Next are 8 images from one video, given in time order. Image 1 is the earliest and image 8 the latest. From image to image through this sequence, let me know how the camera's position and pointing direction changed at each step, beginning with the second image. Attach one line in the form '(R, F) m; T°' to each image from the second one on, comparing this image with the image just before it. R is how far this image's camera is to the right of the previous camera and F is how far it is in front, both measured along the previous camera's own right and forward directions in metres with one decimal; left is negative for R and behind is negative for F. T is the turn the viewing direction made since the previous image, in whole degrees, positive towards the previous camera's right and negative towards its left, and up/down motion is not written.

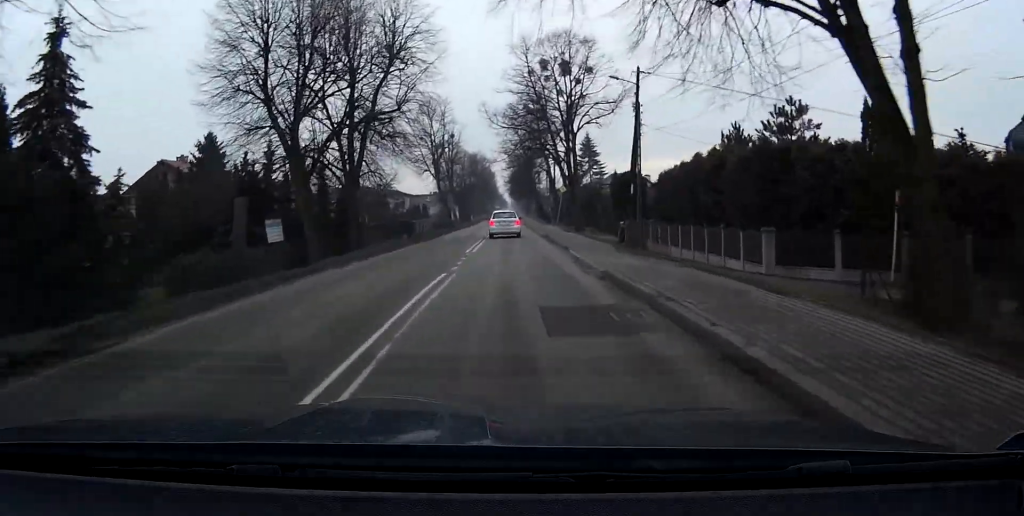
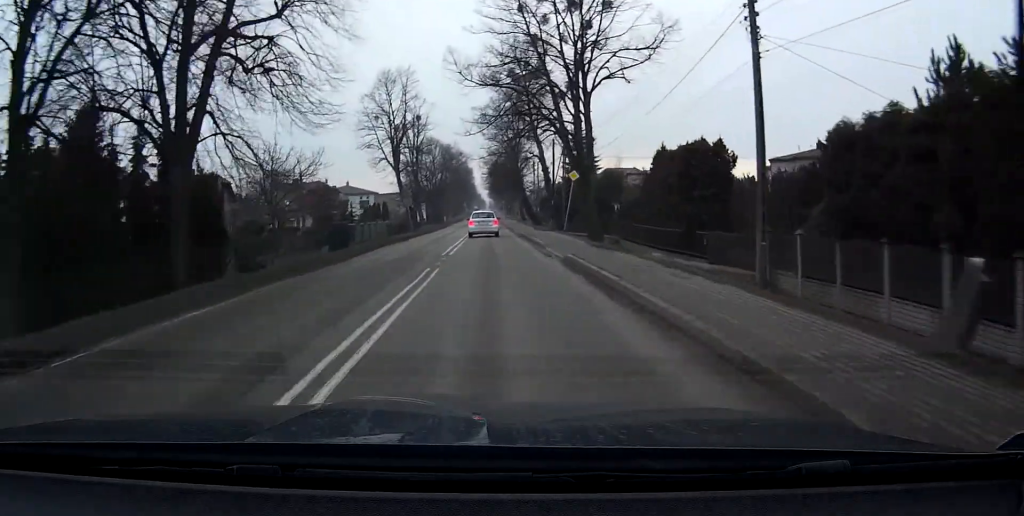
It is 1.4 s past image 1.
(+0.1, +21.7) m; 0°
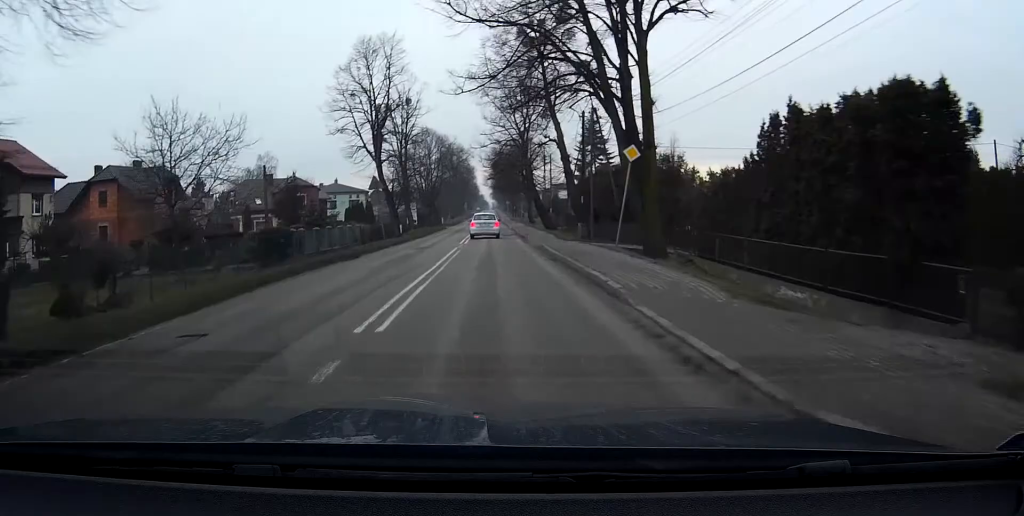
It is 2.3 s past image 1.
(0.0, +14.9) m; +1°
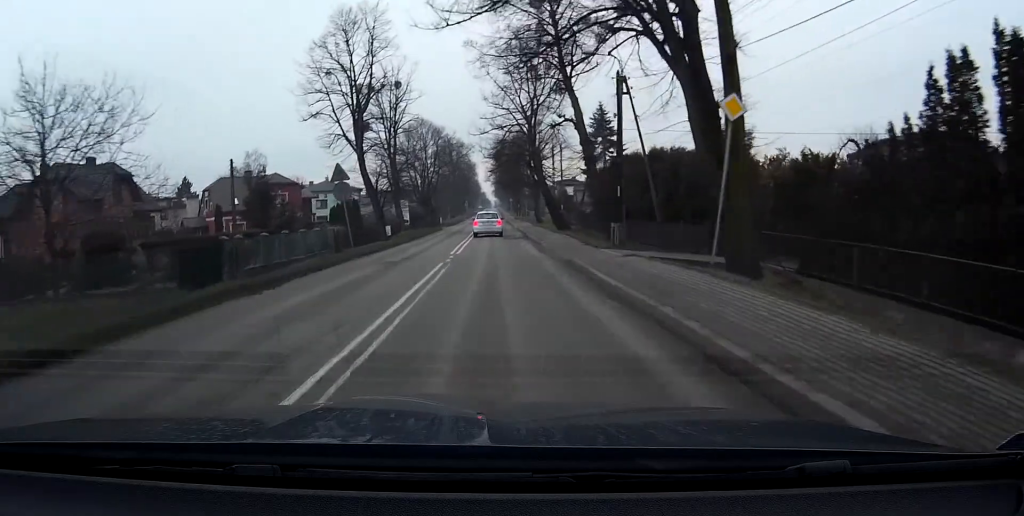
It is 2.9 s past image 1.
(0.0, +9.6) m; +1°
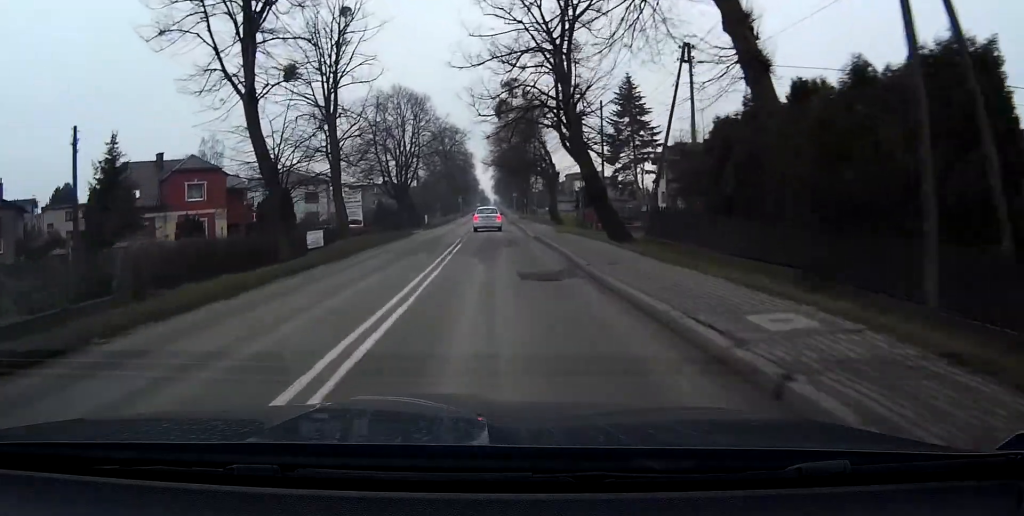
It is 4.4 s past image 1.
(+0.7, +24.6) m; +1°
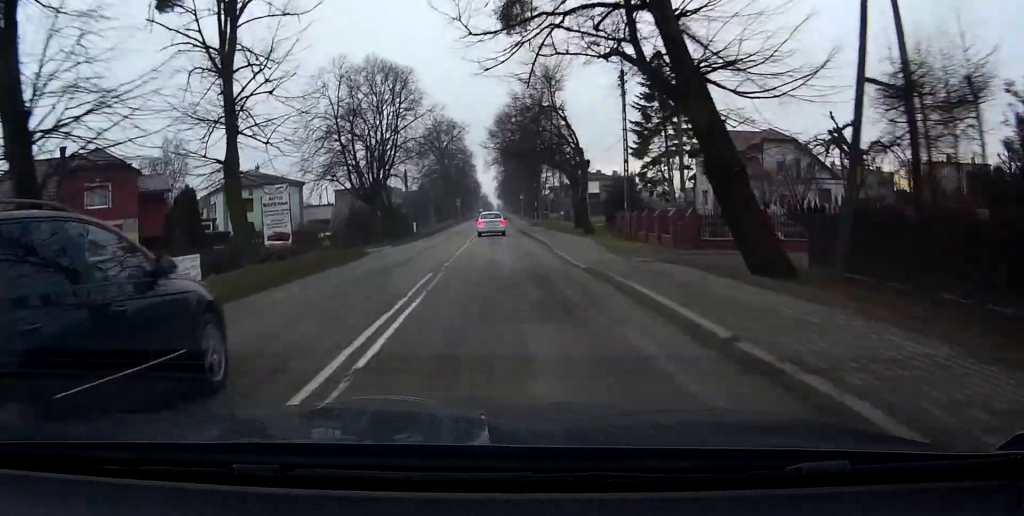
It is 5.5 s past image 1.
(-0.4, +16.9) m; -1°
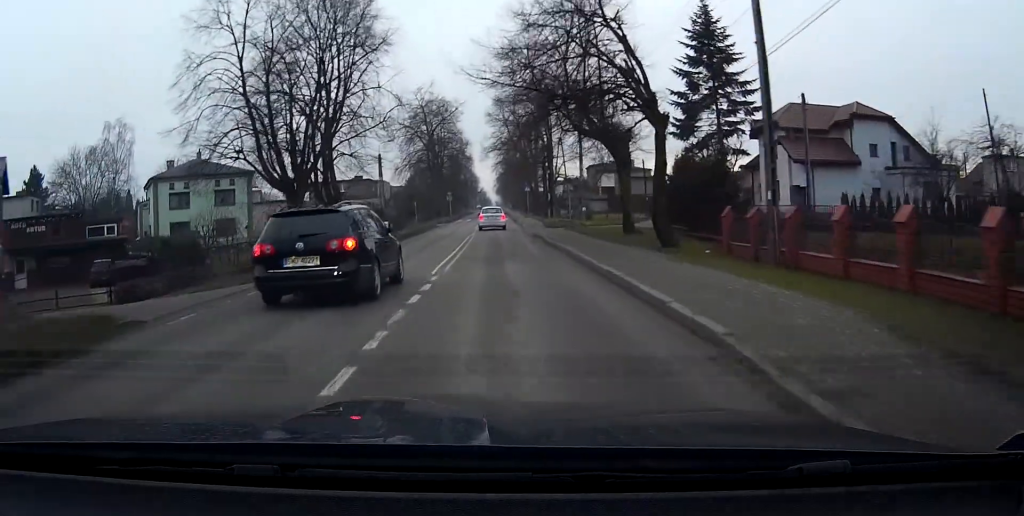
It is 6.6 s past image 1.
(+0.1, +19.3) m; -1°
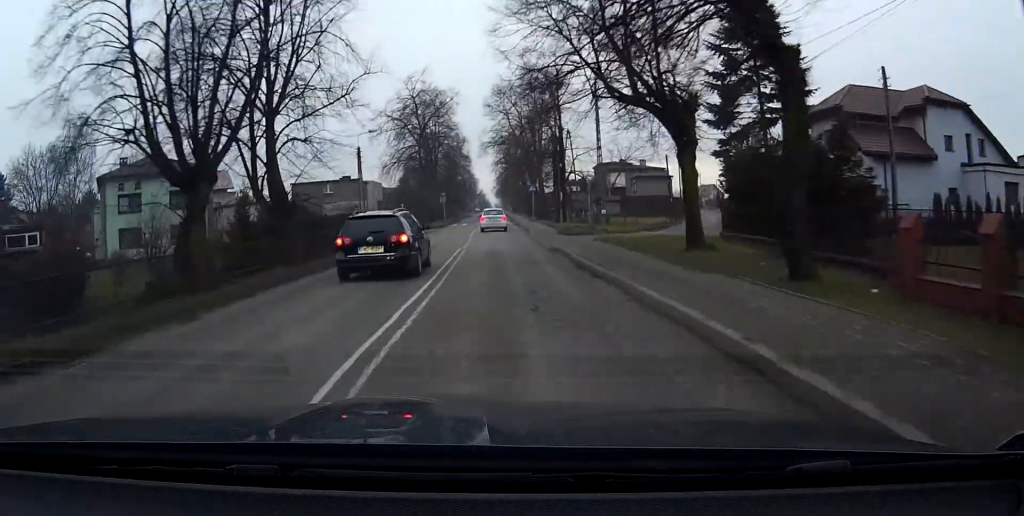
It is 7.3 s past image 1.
(-0.3, +10.6) m; -1°
